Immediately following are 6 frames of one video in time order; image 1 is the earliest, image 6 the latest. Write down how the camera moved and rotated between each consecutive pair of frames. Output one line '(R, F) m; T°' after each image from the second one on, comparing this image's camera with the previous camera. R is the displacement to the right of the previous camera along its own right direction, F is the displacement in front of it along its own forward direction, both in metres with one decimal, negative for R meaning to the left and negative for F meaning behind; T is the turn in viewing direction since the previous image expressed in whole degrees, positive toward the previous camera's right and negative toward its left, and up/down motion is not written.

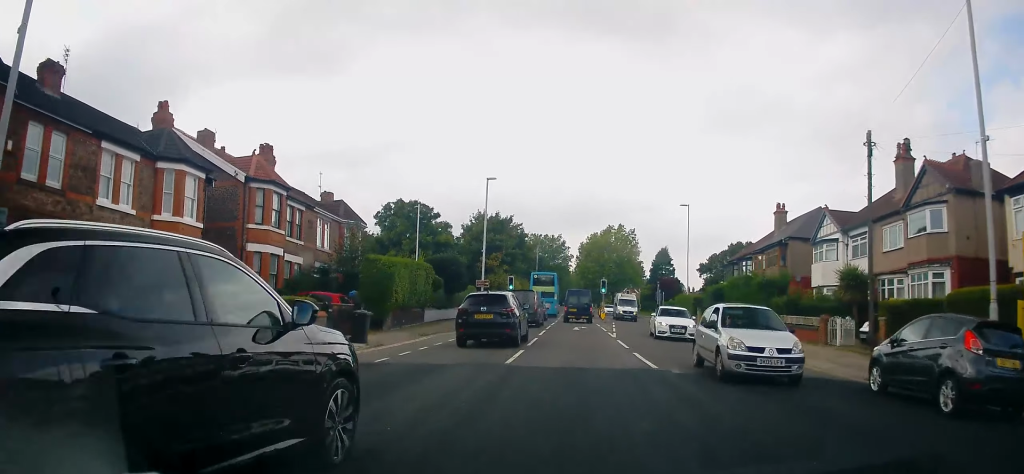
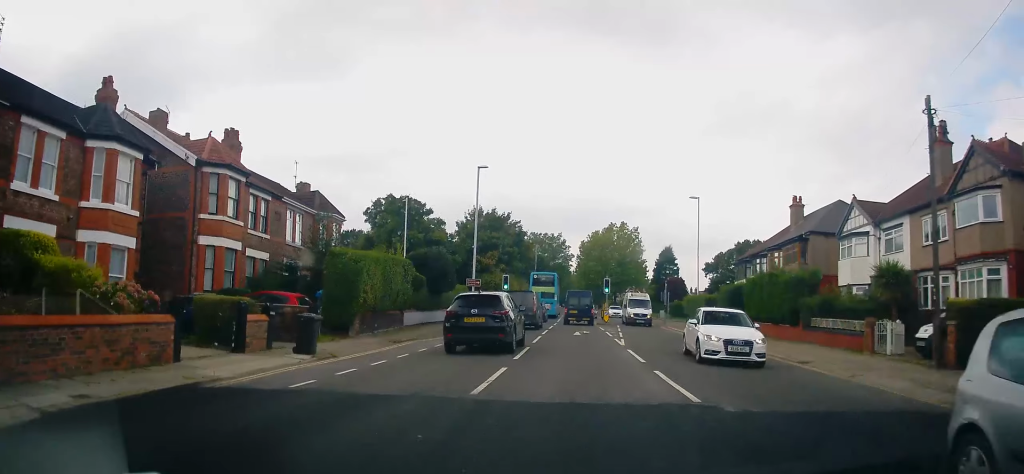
(+0.3, +4.3) m; 0°
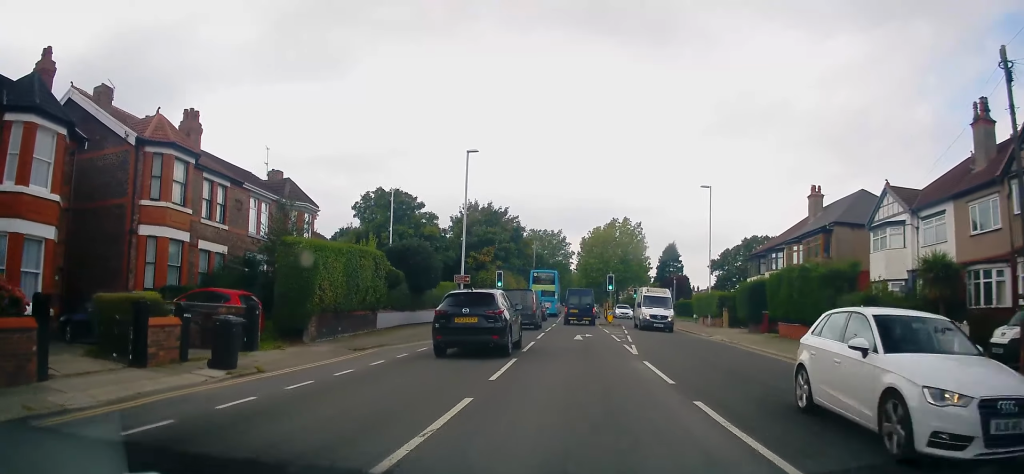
(-0.1, +4.2) m; 0°
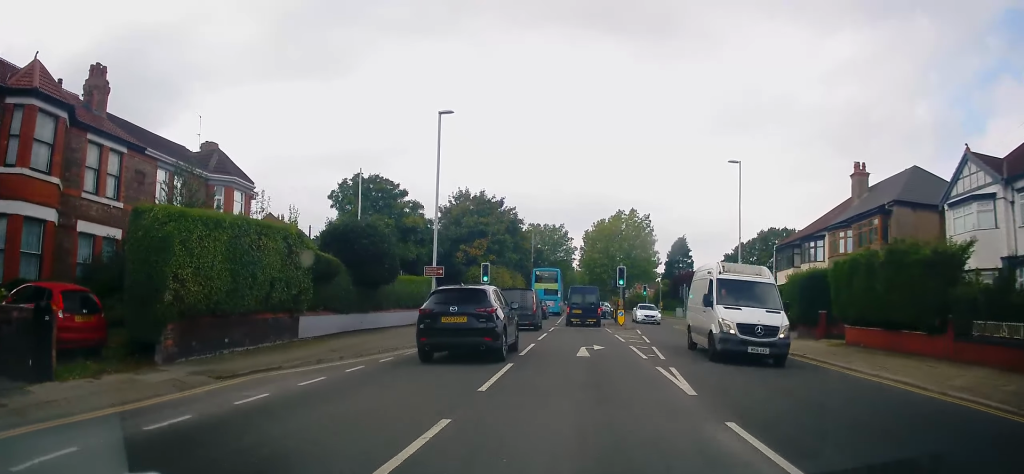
(-0.1, +7.9) m; 0°
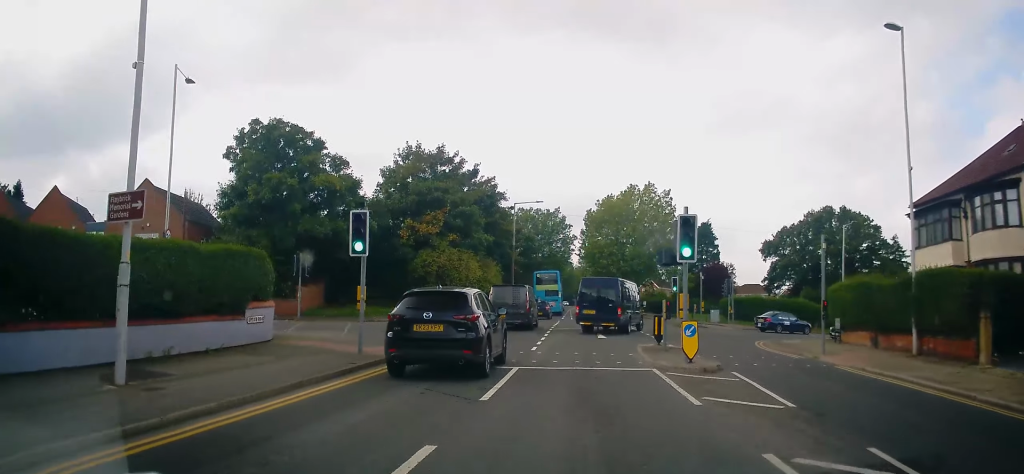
(+0.1, +20.3) m; -2°
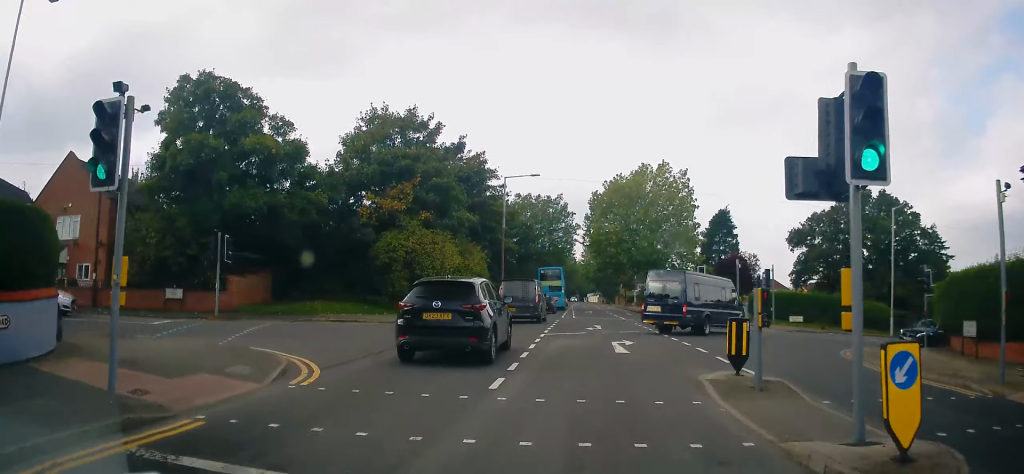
(-0.5, +8.9) m; 0°
